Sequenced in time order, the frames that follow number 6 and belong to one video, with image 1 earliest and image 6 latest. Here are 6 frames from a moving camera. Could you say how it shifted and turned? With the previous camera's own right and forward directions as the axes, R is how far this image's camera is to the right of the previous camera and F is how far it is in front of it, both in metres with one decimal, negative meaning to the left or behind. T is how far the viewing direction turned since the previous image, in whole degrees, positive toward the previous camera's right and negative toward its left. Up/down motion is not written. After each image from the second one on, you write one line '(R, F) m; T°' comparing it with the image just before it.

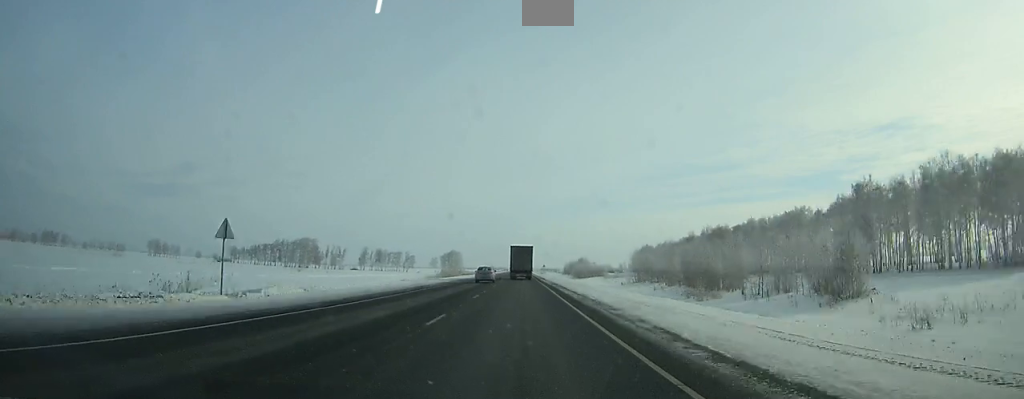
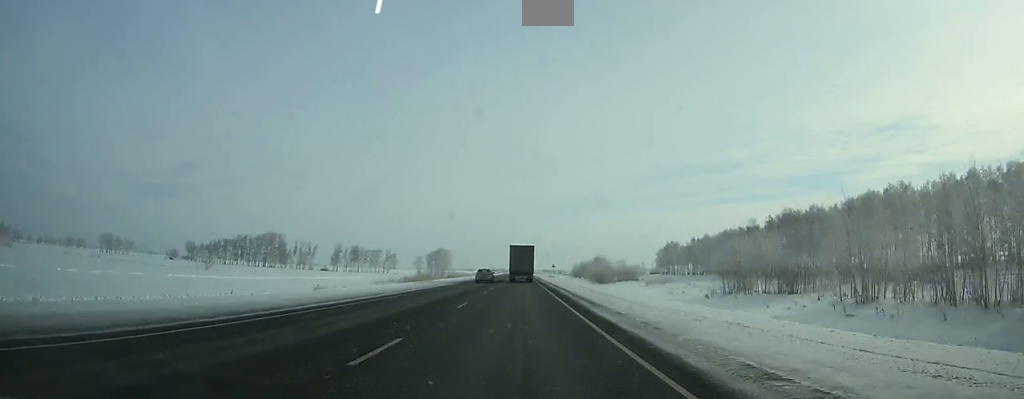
(+0.1, +53.9) m; 0°
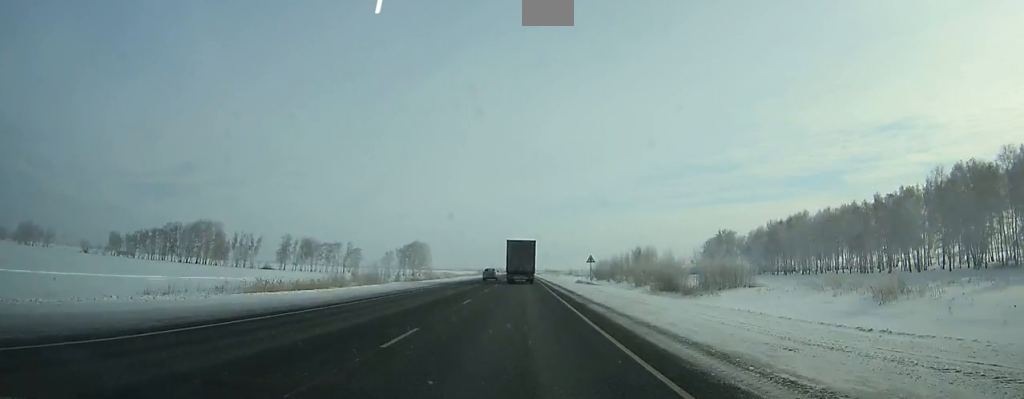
(0.0, +70.1) m; 0°
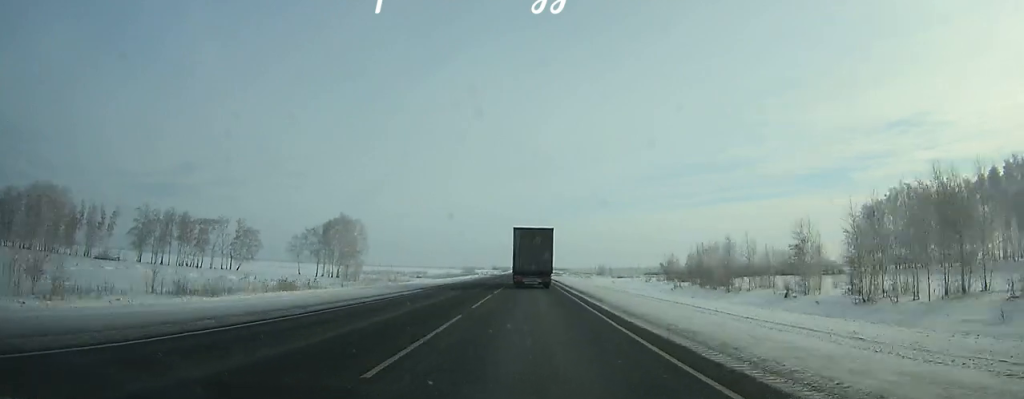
(-0.4, +95.7) m; 0°
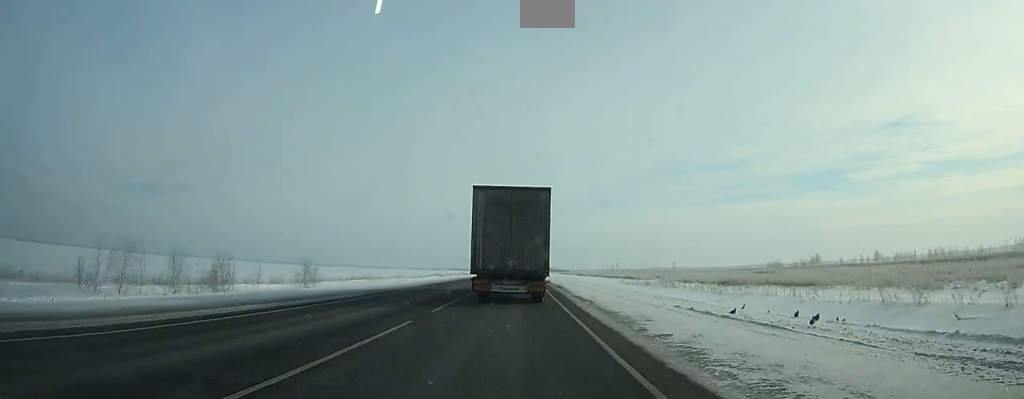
(+0.4, +202.4) m; 0°
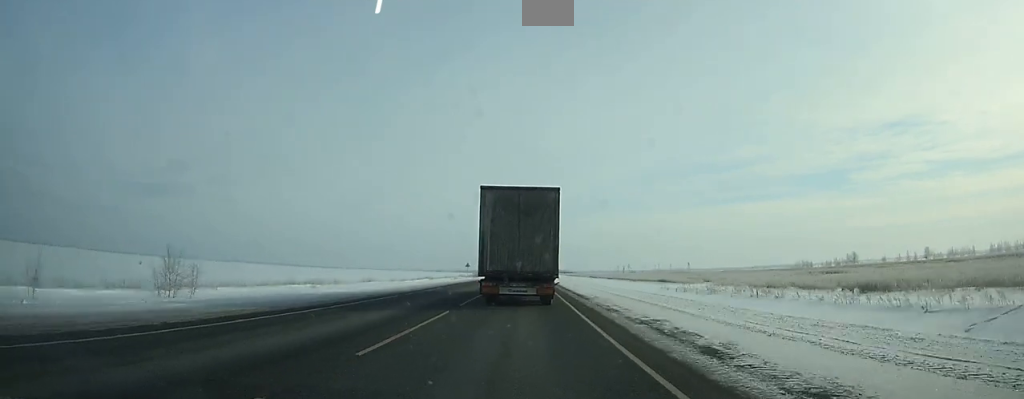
(0.0, +31.6) m; 0°
